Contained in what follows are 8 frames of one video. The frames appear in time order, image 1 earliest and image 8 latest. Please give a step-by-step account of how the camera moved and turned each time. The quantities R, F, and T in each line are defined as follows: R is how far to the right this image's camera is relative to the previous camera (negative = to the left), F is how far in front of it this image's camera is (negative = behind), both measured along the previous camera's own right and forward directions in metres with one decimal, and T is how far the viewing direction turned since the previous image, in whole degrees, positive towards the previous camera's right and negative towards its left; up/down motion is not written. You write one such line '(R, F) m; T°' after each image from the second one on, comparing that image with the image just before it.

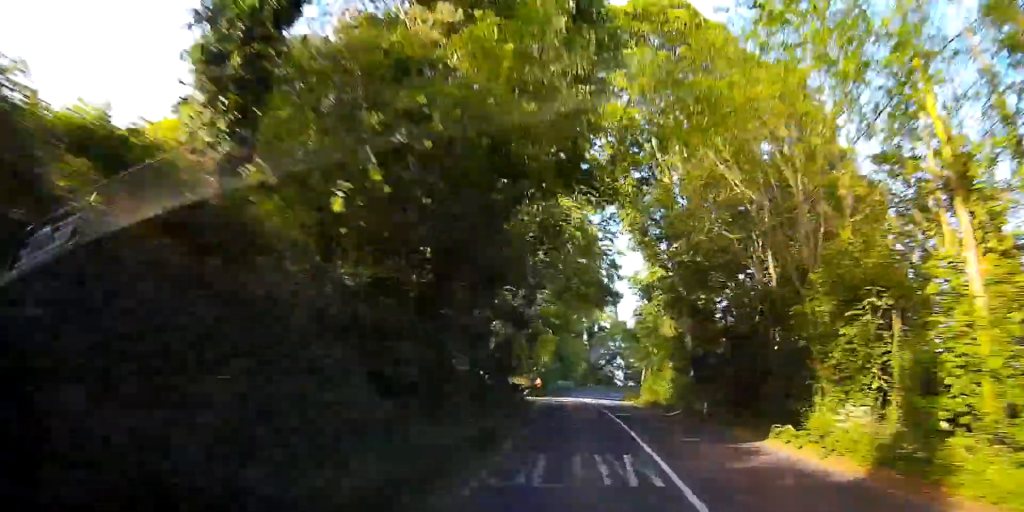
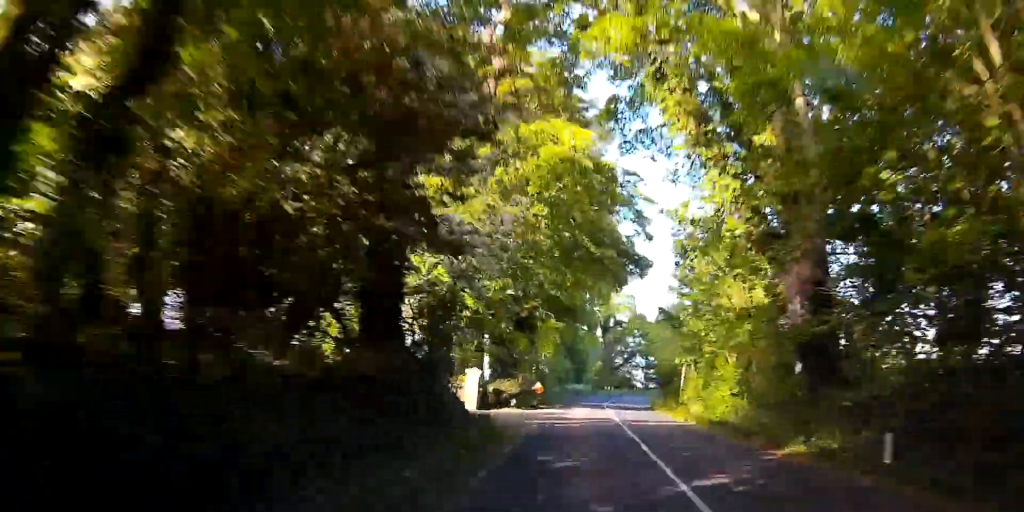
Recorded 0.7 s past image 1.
(-0.1, +13.9) m; -1°
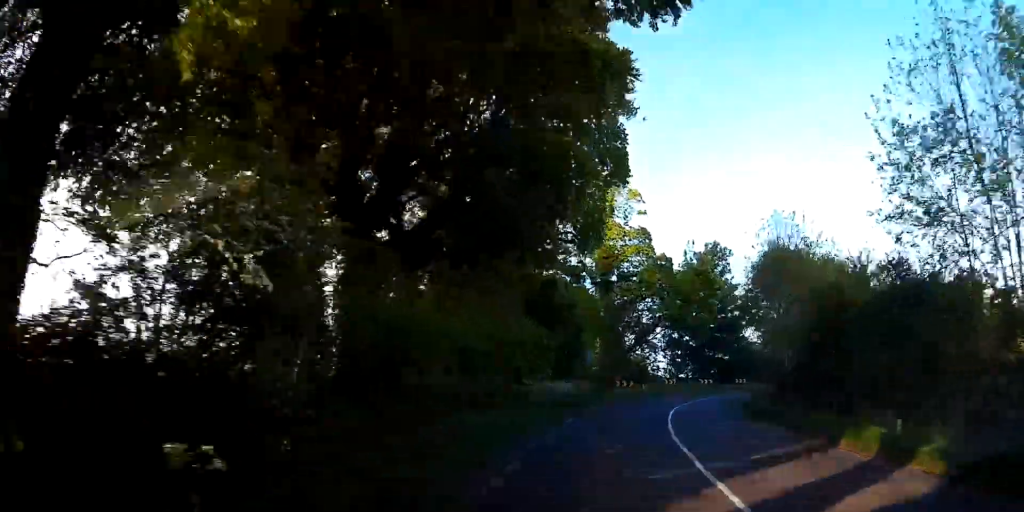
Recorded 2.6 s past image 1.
(+0.2, +37.1) m; +5°
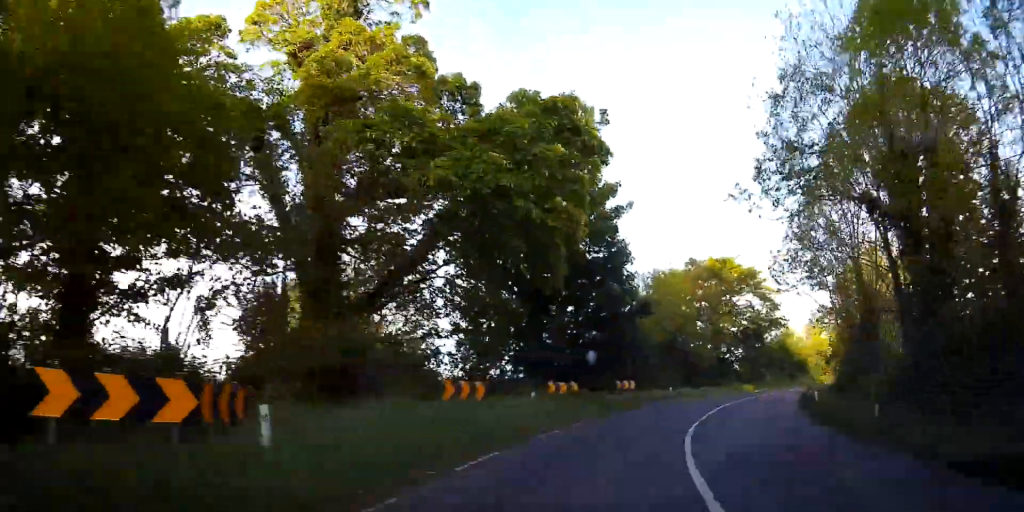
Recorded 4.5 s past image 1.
(+4.1, +34.3) m; +18°
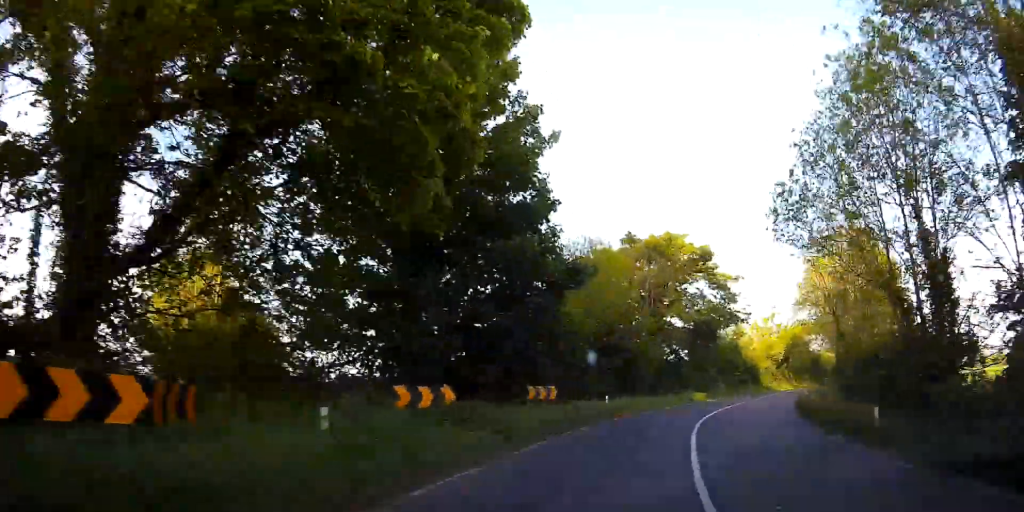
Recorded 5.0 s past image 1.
(+1.0, +9.5) m; +8°
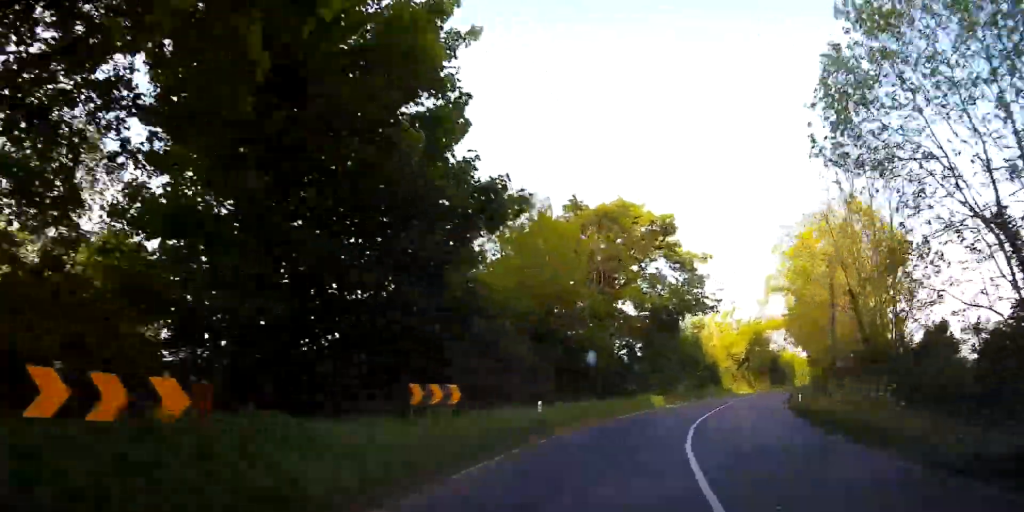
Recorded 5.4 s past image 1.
(+0.2, +7.2) m; +6°
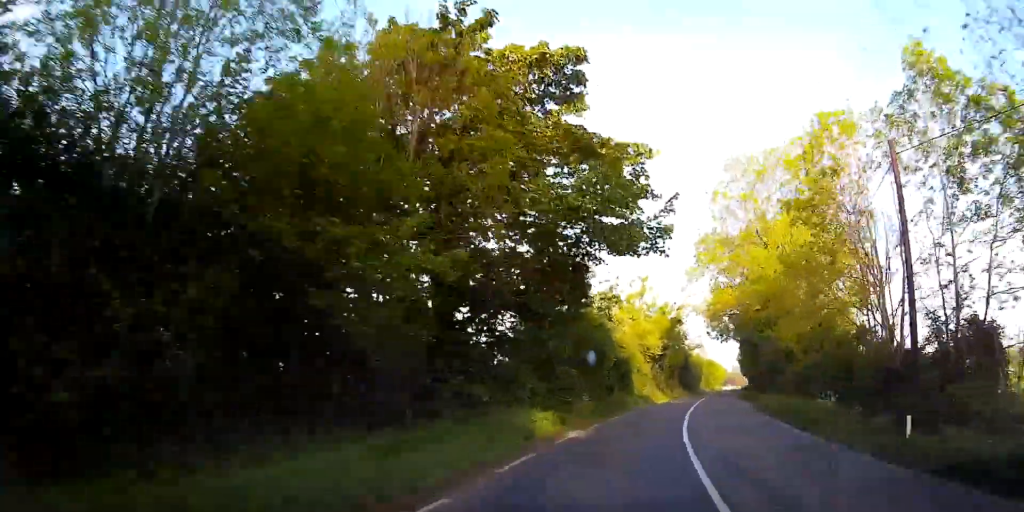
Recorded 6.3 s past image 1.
(+2.0, +15.7) m; +9°
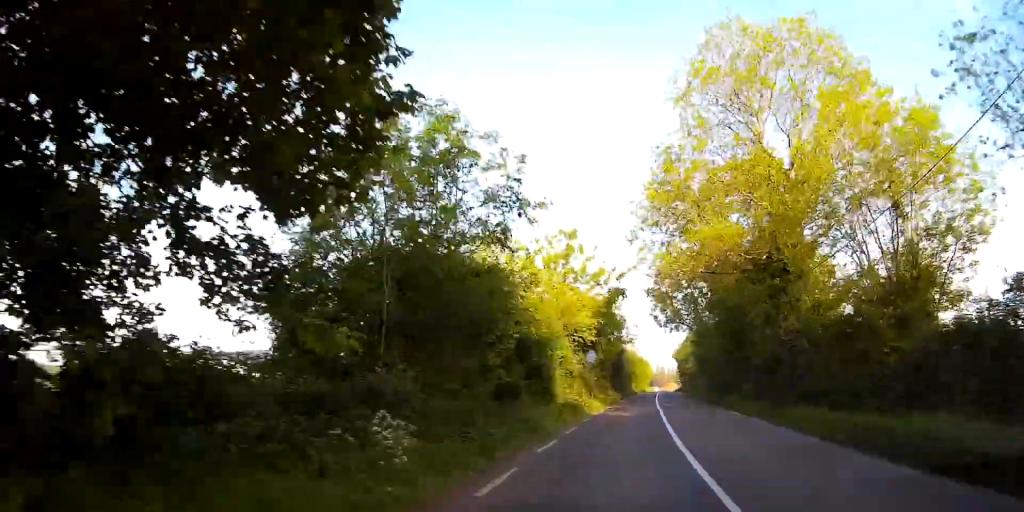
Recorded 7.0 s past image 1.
(+0.8, +14.5) m; +5°
